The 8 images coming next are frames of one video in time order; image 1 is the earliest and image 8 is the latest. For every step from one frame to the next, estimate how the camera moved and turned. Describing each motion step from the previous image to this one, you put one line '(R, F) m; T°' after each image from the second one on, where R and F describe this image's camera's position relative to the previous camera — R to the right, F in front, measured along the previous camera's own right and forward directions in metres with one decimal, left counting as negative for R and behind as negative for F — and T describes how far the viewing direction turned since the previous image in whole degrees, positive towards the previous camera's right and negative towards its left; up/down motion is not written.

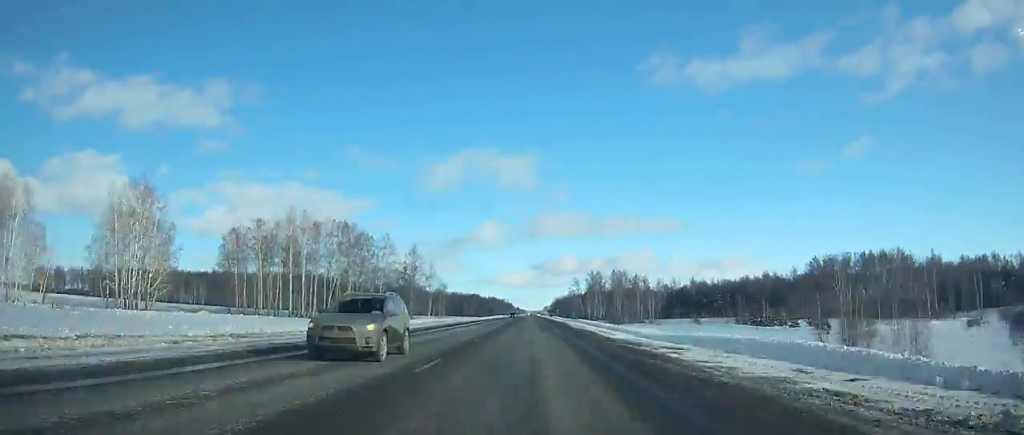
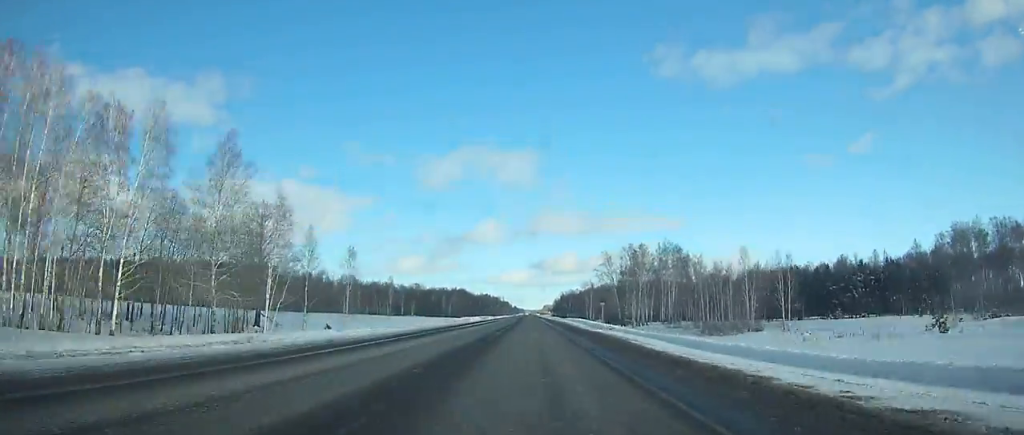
(+0.2, +95.5) m; 0°
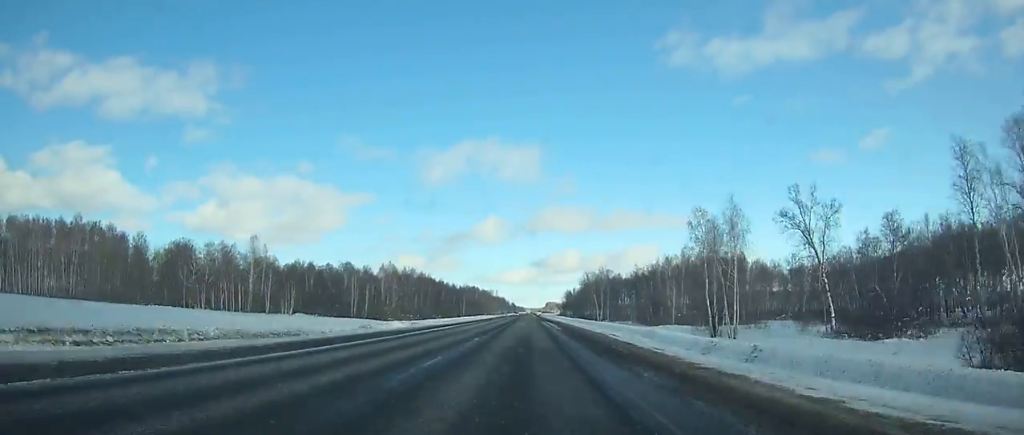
(+0.3, +147.7) m; 0°
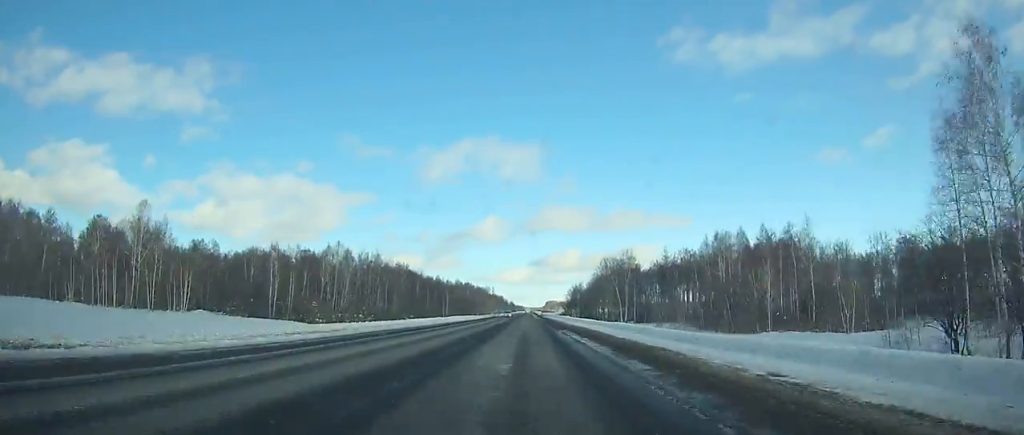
(-0.1, +46.0) m; 0°
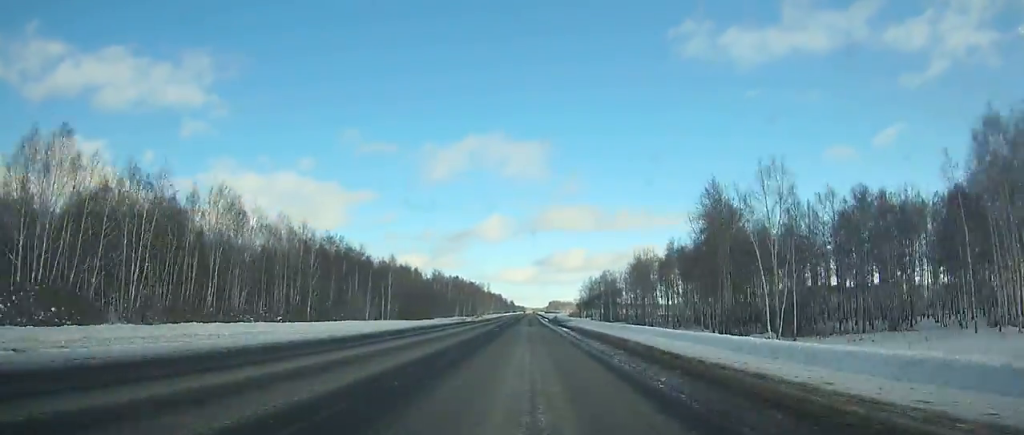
(-0.1, +82.2) m; 0°
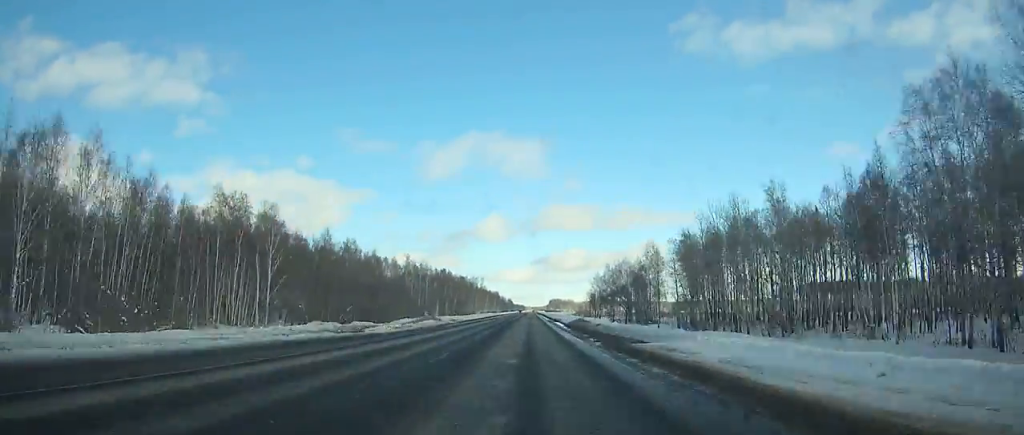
(-0.1, +54.6) m; 0°
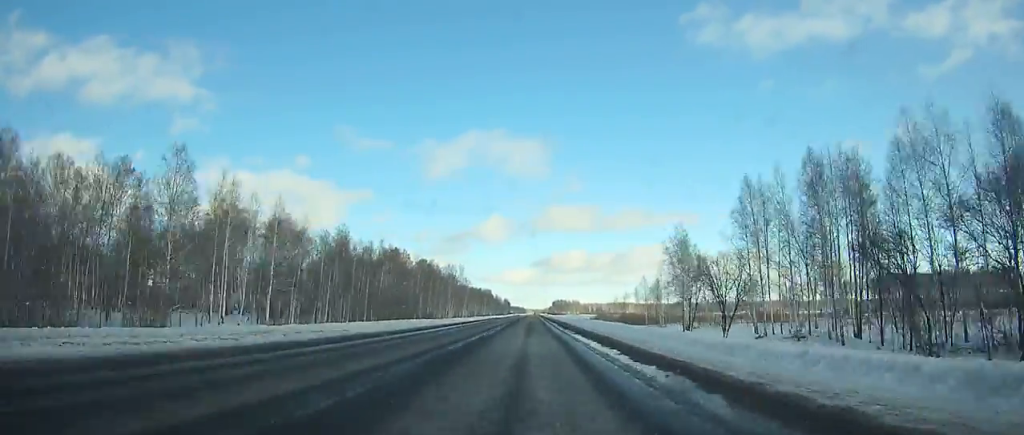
(+0.1, +120.1) m; 0°
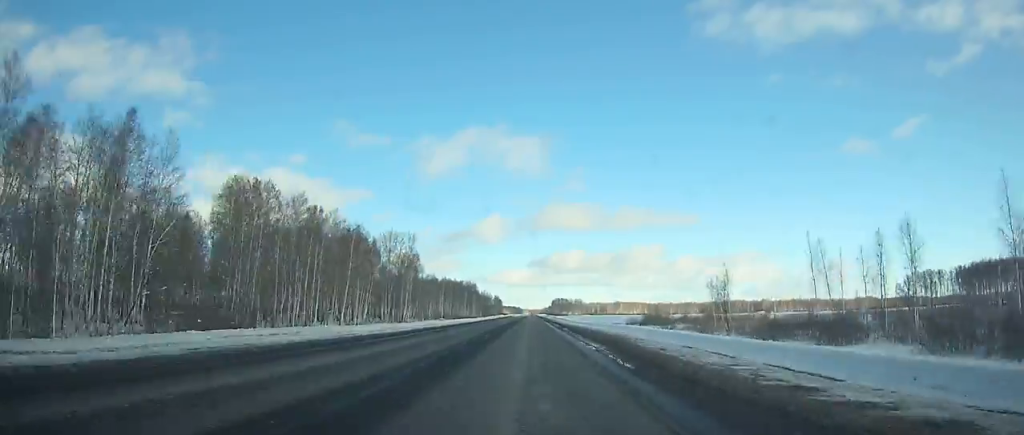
(-0.1, +107.0) m; 0°
